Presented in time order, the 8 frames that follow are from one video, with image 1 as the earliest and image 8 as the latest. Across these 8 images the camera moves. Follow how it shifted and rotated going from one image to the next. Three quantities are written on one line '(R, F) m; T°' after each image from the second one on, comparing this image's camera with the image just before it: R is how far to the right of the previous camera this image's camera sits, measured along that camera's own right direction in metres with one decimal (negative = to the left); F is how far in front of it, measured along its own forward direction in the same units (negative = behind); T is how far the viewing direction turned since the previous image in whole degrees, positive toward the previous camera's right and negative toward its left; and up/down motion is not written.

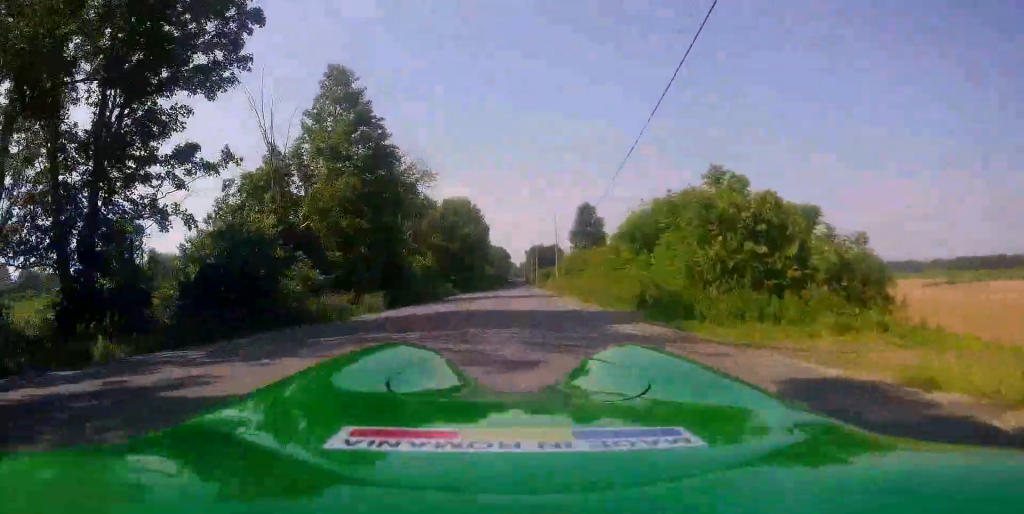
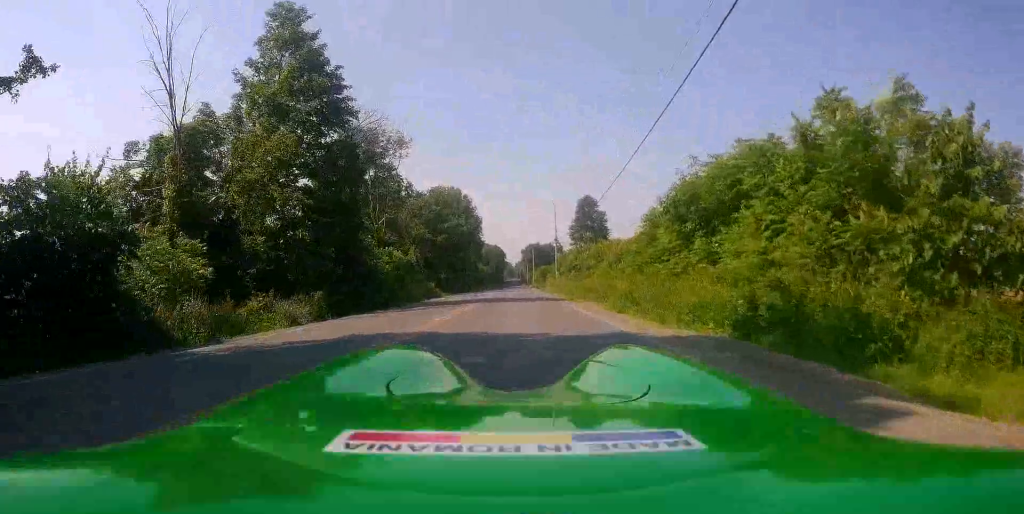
(-0.1, +8.8) m; -1°
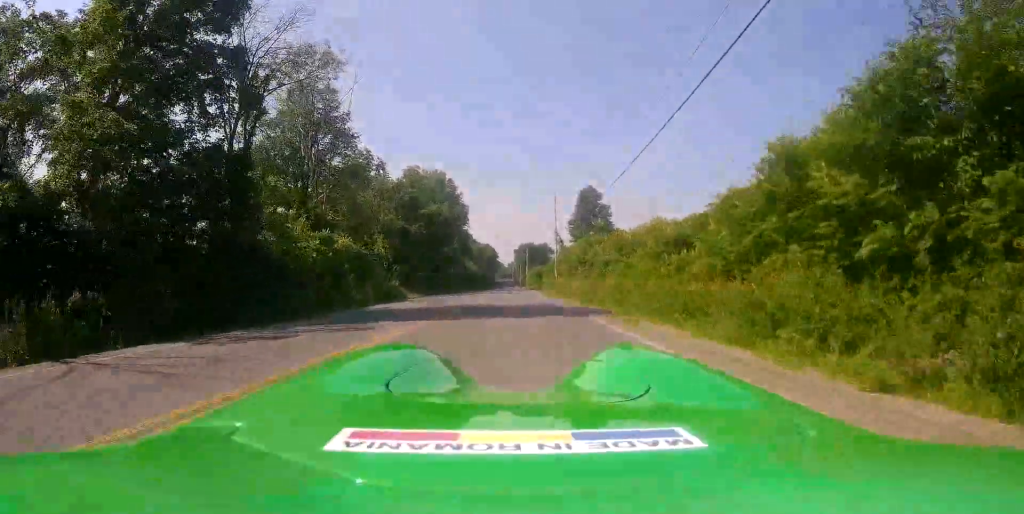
(-0.1, +11.9) m; 0°
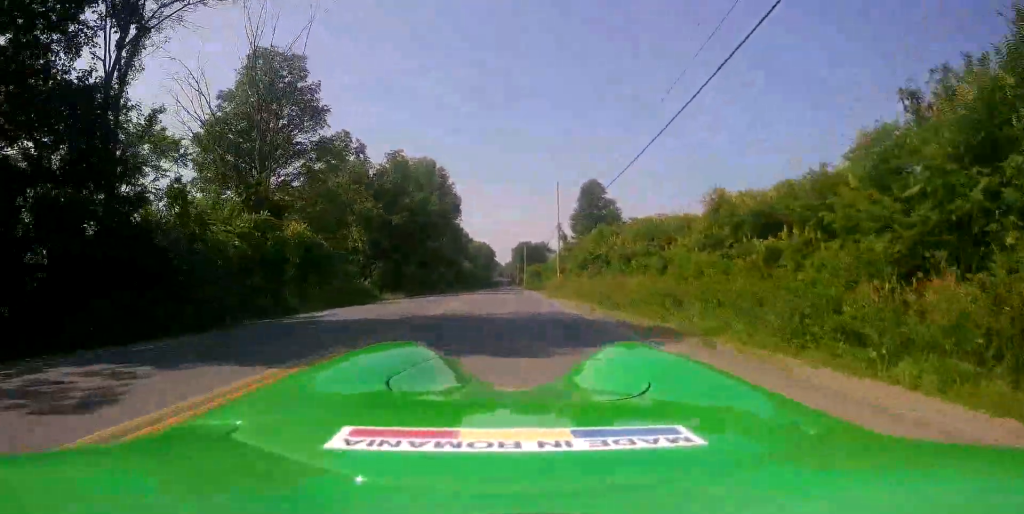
(0.0, +6.8) m; -1°
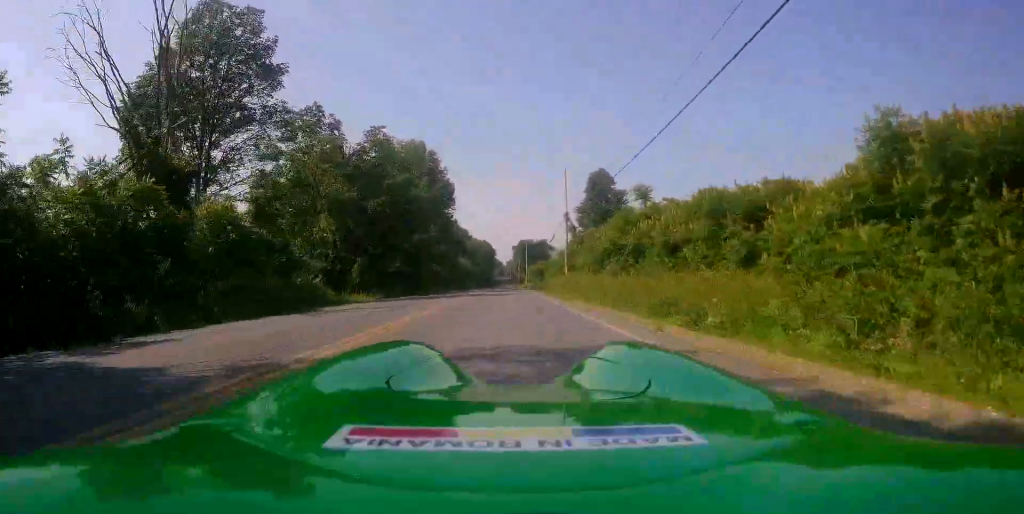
(0.0, +7.3) m; -3°
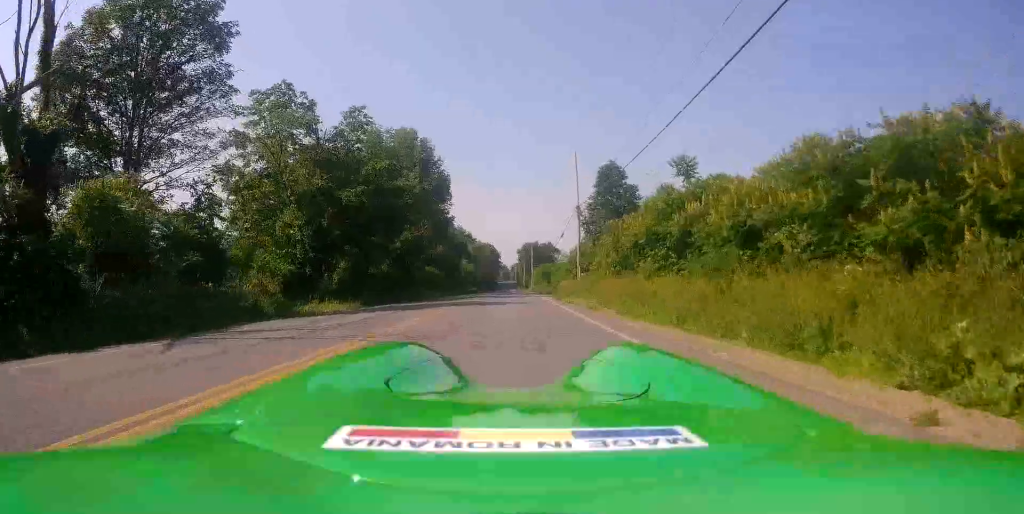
(-0.3, +6.4) m; +1°
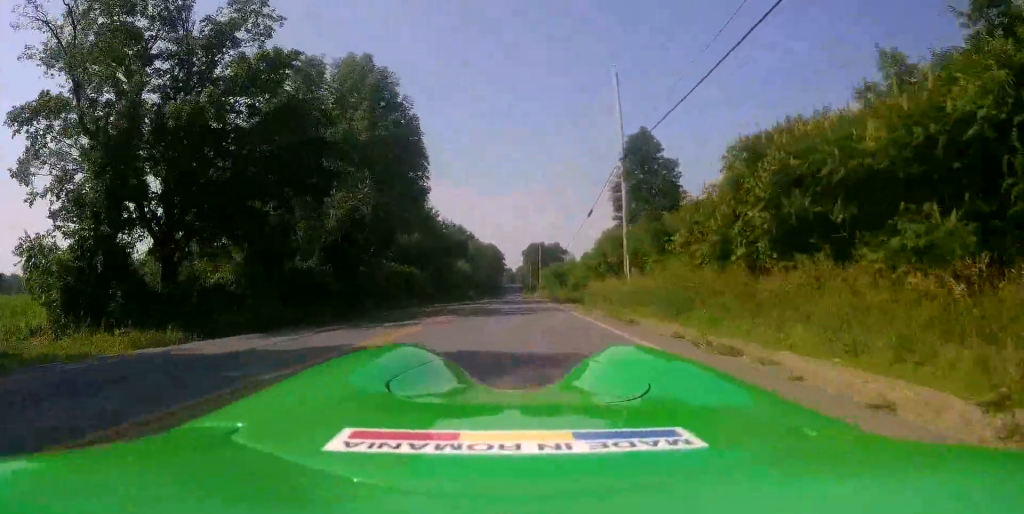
(+0.8, +16.4) m; +4°
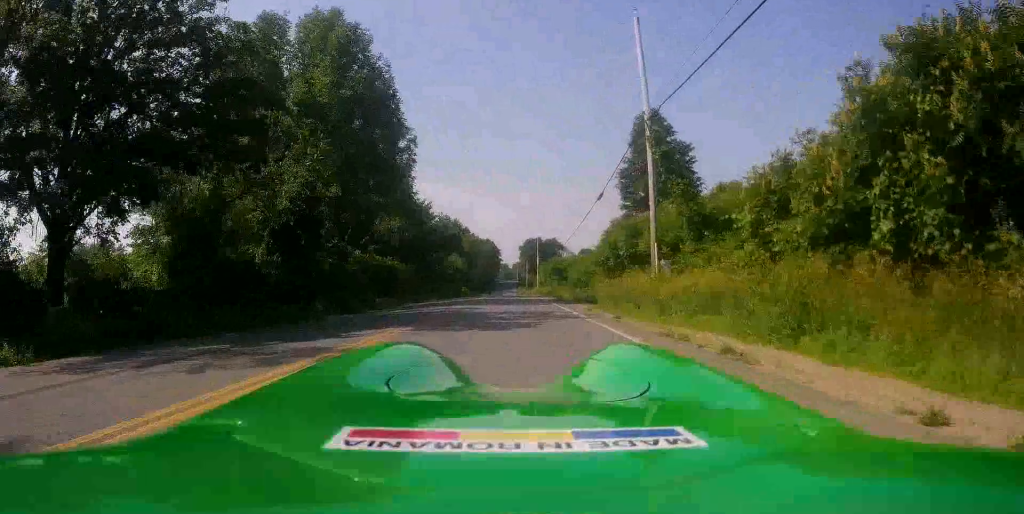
(-0.2, +5.7) m; -1°
